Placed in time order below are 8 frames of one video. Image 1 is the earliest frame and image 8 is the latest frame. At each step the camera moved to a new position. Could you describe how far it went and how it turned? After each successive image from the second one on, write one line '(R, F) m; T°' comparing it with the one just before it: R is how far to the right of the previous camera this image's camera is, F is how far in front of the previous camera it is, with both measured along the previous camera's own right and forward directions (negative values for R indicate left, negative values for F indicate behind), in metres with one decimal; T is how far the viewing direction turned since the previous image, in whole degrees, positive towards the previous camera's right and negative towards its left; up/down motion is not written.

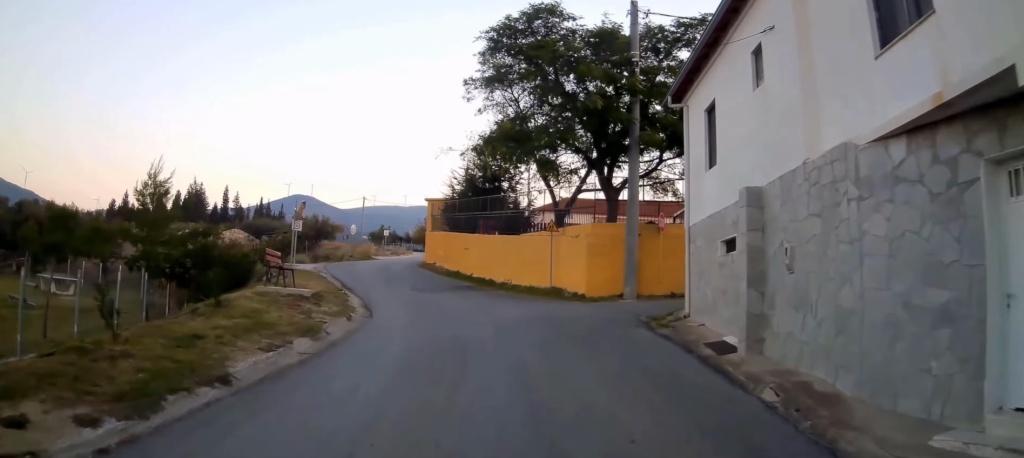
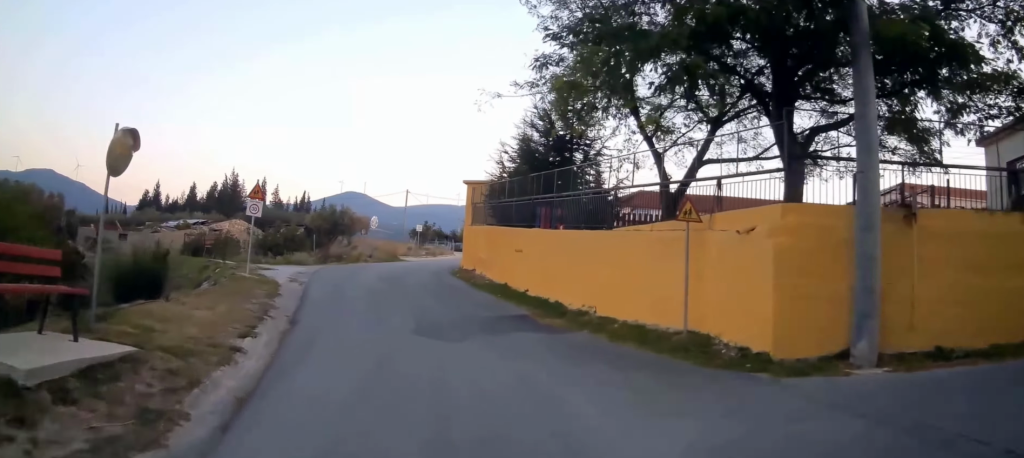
(-0.6, +9.8) m; -7°
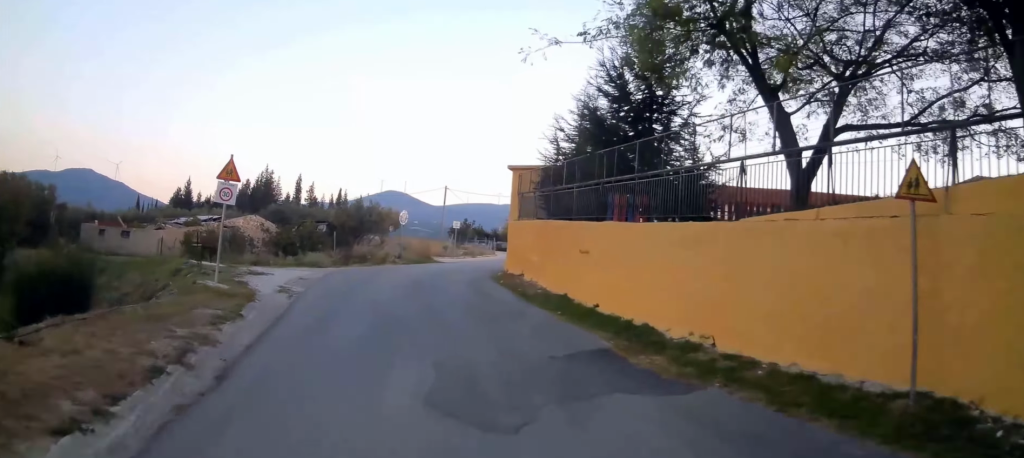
(-0.1, +4.5) m; -2°
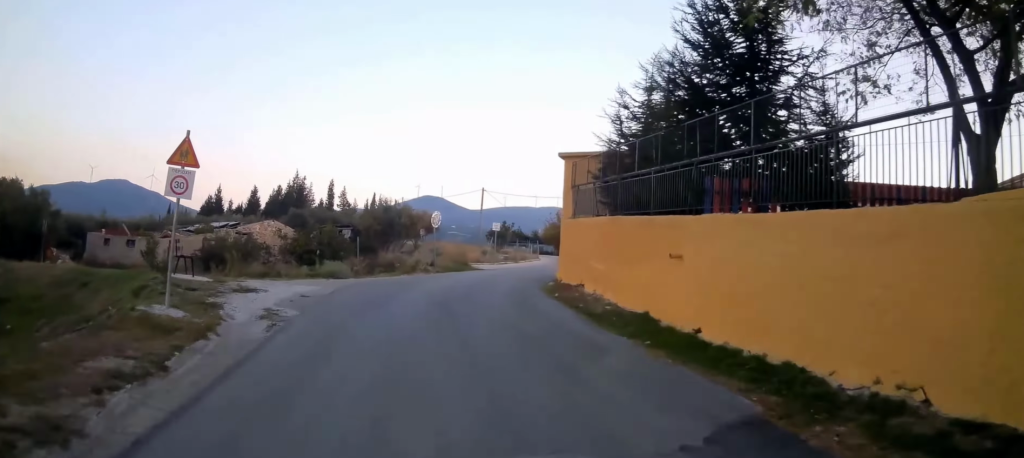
(0.0, +3.6) m; -1°
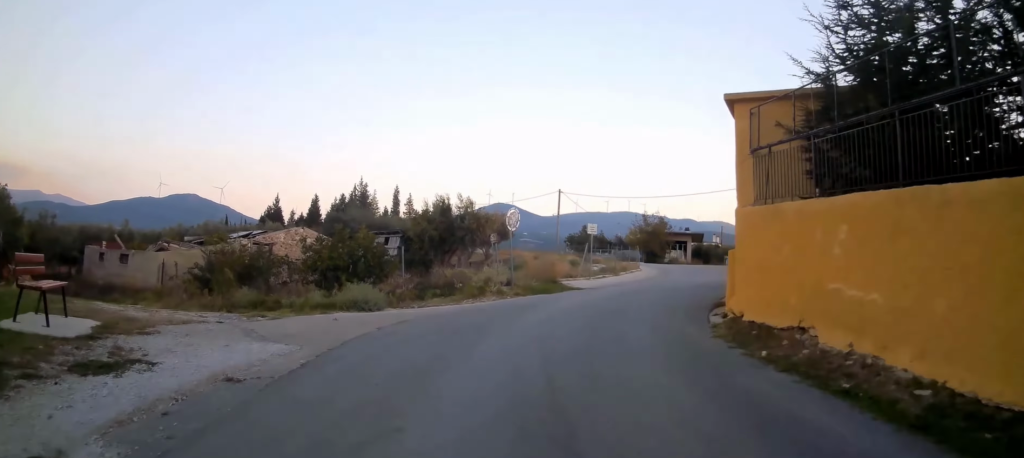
(0.0, +7.5) m; +2°
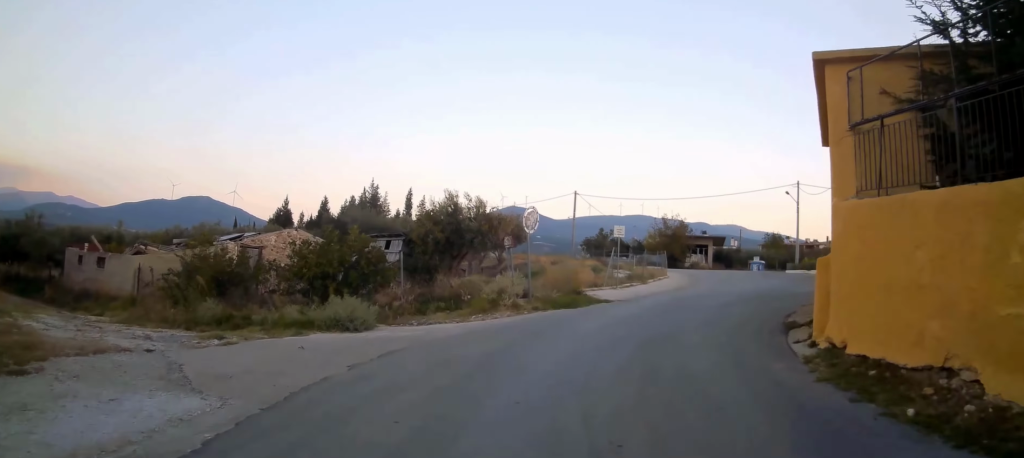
(0.0, +2.7) m; +2°
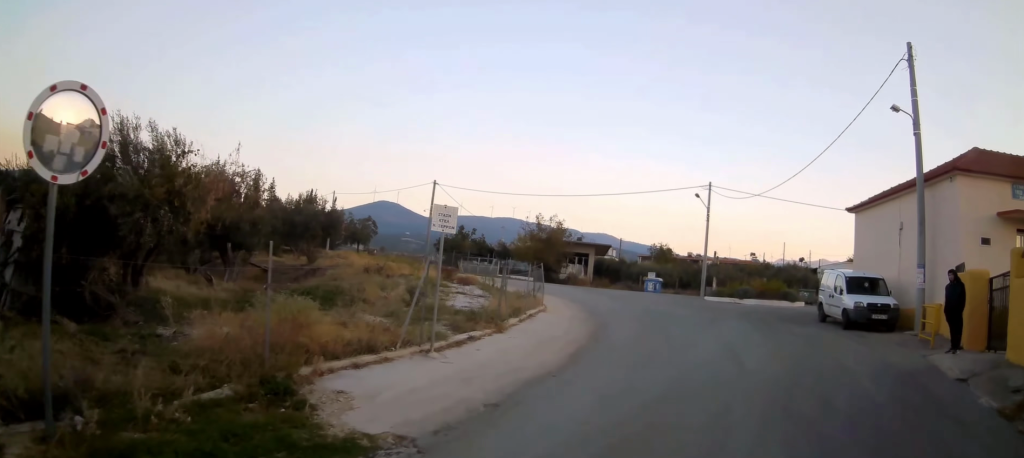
(+1.3, +12.1) m; +14°
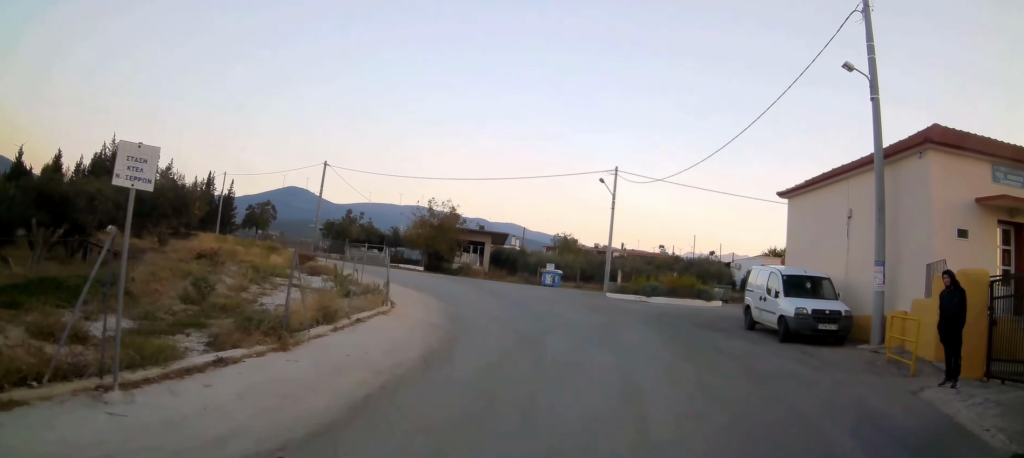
(+0.5, +4.0) m; +9°
